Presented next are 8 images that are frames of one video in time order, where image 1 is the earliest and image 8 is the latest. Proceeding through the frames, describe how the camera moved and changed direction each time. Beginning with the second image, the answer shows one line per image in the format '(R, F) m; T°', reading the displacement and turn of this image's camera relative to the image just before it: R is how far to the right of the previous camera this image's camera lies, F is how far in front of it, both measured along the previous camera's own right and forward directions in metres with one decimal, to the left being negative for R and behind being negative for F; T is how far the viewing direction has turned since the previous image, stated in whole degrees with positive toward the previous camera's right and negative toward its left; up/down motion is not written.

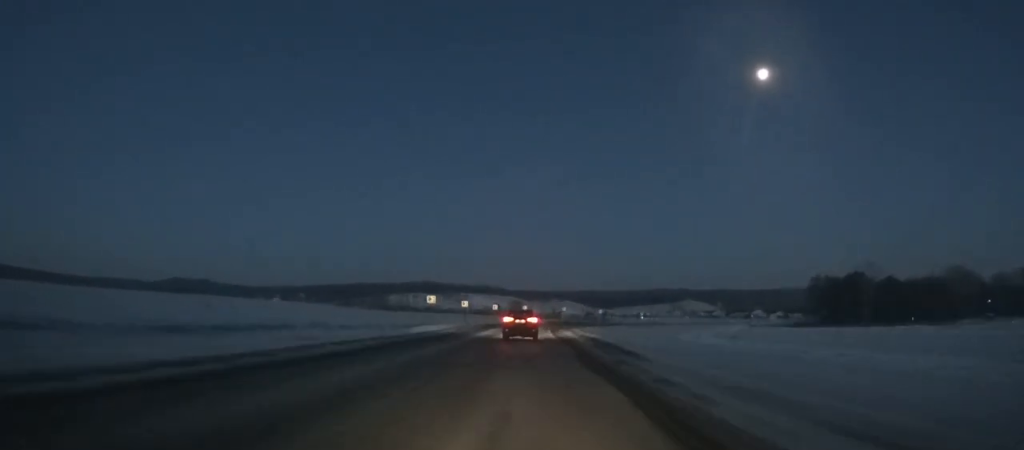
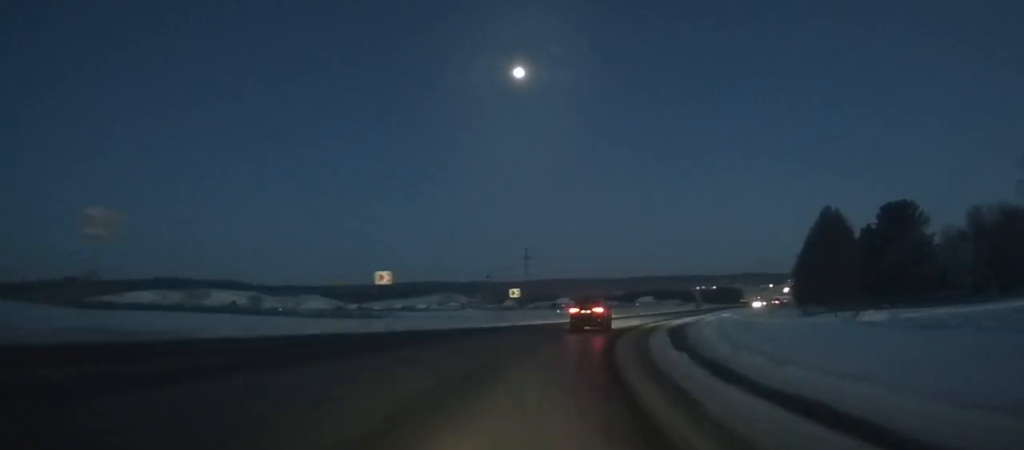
(+11.9, +121.0) m; +23°
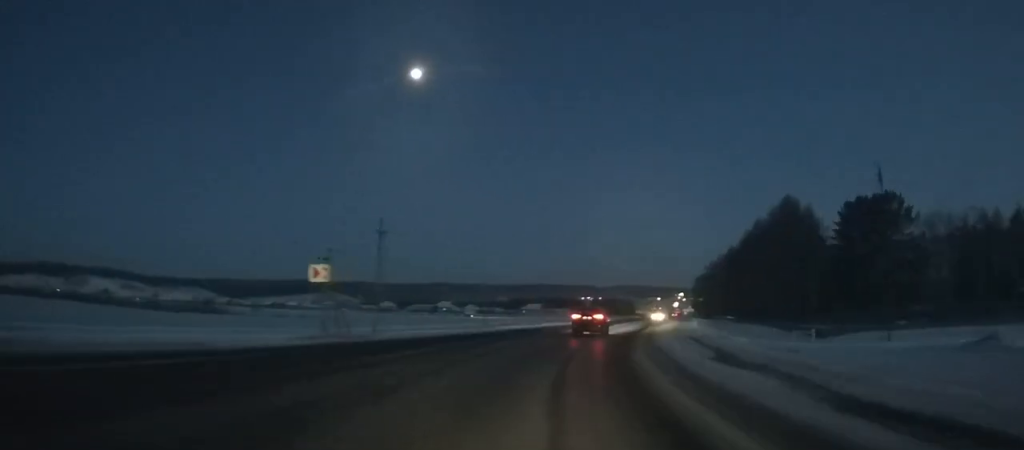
(+3.9, +28.1) m; +11°
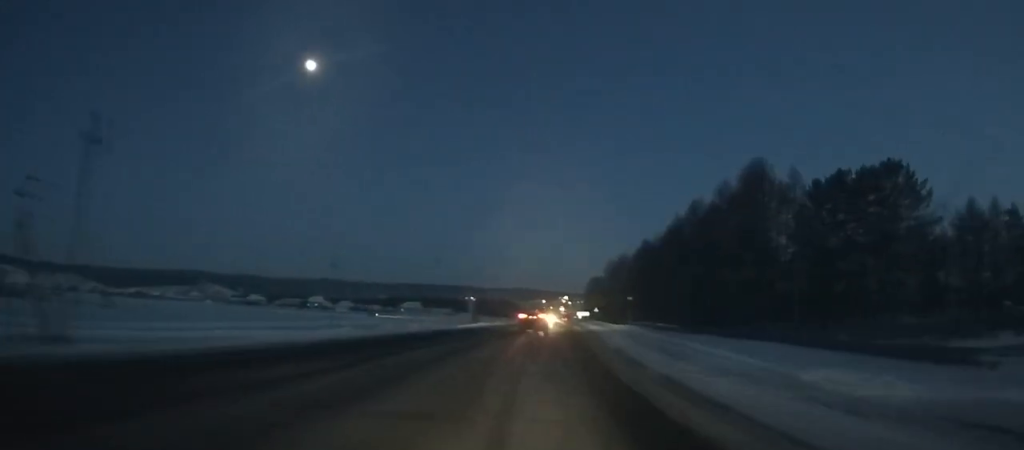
(+2.0, +26.7) m; +10°
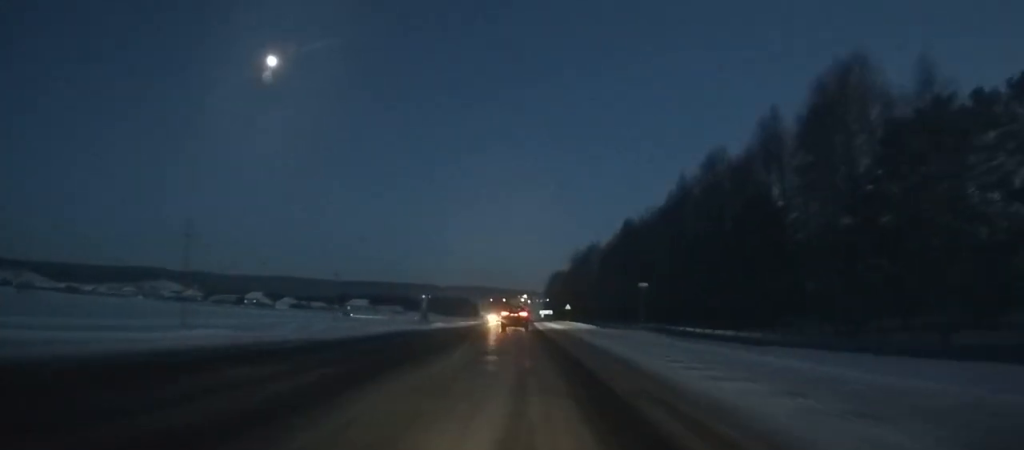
(+2.6, +25.4) m; +4°
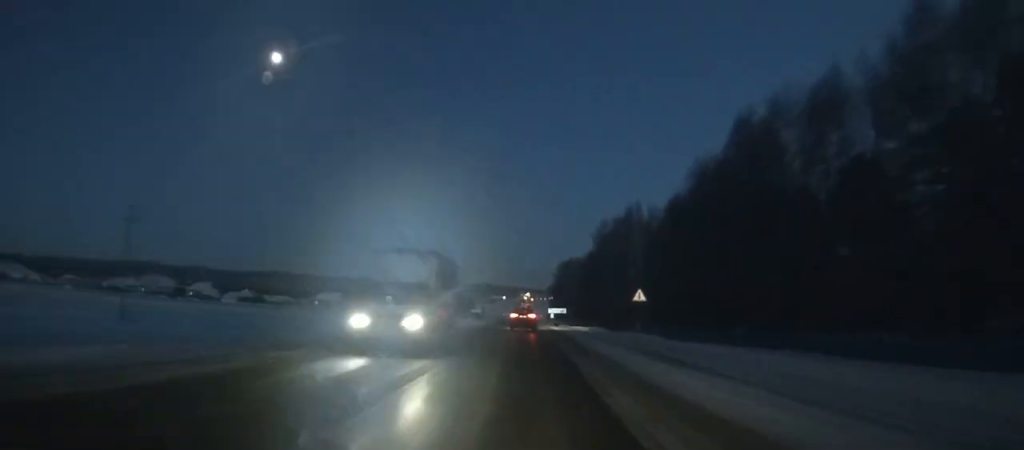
(+2.8, +51.9) m; +3°
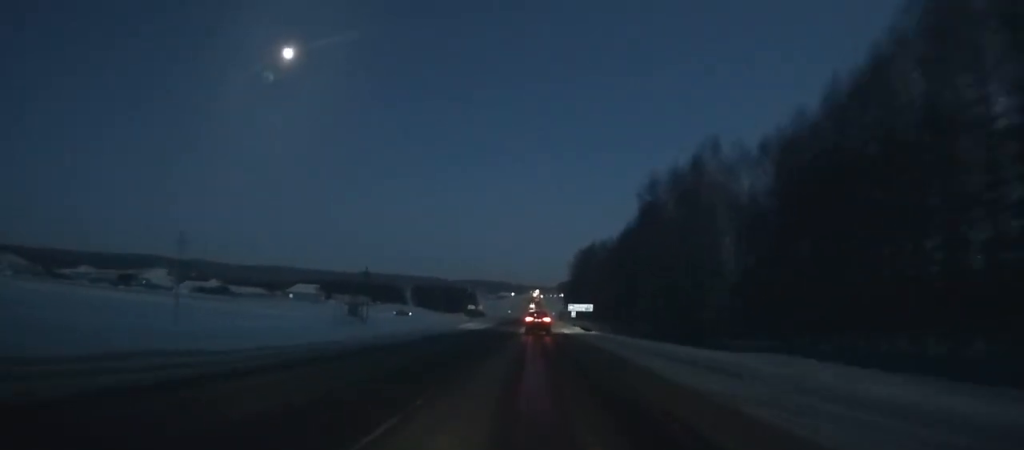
(-0.2, +37.7) m; 0°
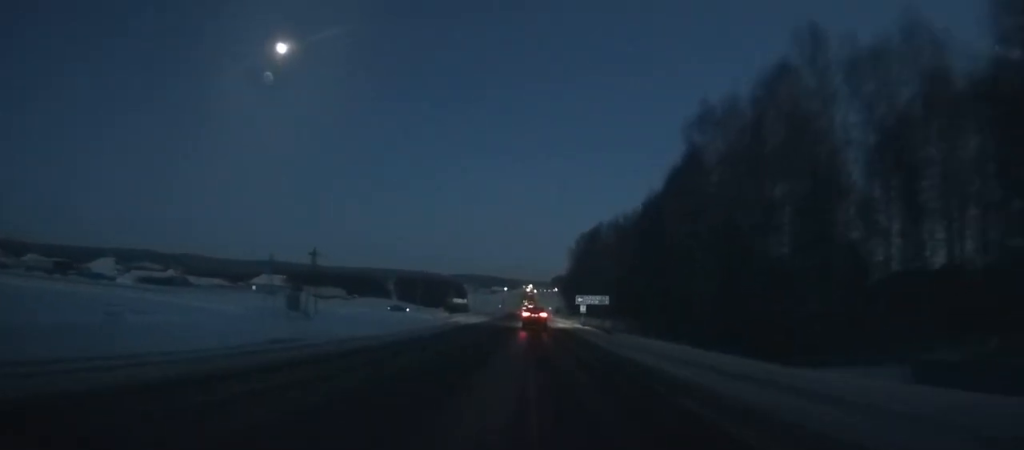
(-0.2, +25.4) m; 0°
